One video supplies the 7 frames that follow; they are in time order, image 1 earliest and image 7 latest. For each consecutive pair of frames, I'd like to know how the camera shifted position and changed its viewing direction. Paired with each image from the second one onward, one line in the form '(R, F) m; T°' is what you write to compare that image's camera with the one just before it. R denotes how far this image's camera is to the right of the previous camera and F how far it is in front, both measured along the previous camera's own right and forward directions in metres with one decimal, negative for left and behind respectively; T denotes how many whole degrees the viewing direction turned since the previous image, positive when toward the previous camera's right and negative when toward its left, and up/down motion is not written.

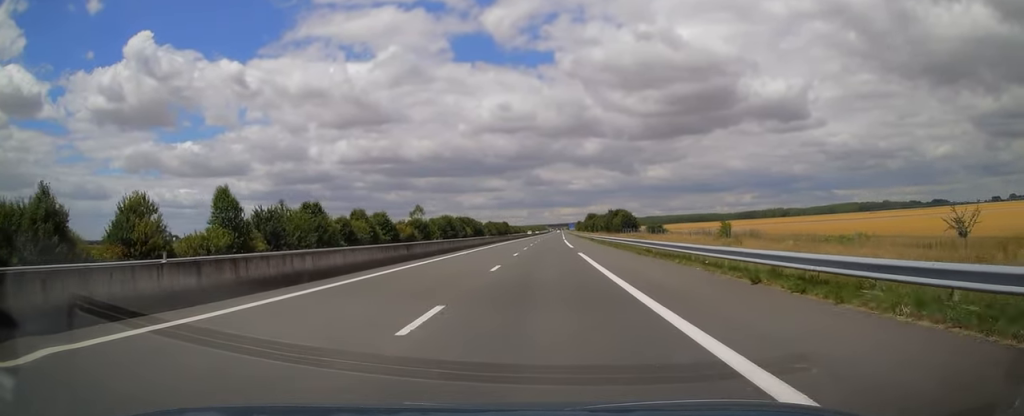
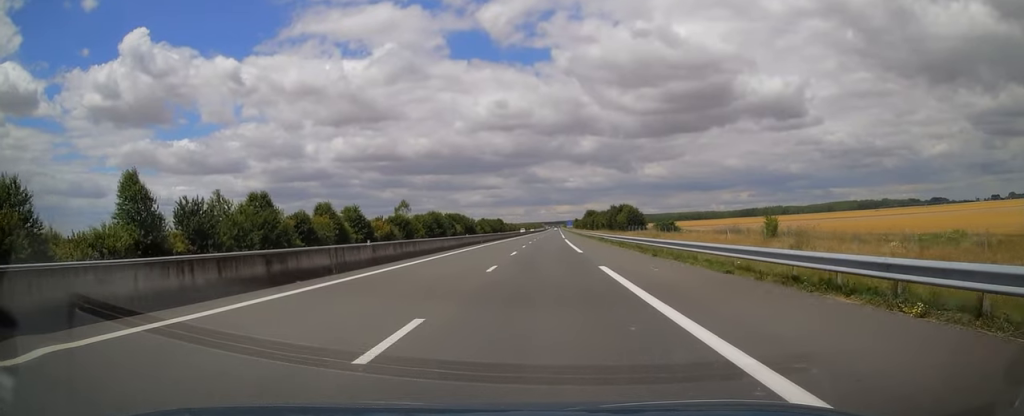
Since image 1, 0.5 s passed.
(0.0, +14.7) m; 0°
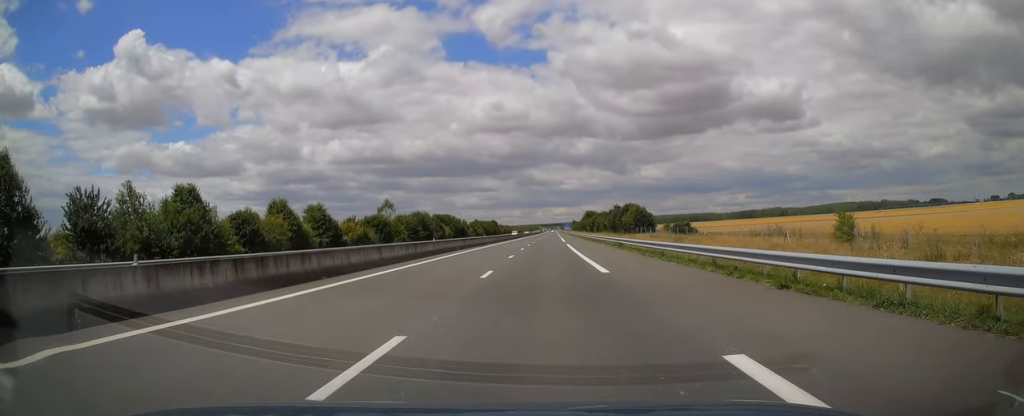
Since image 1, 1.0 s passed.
(0.0, +14.2) m; 0°
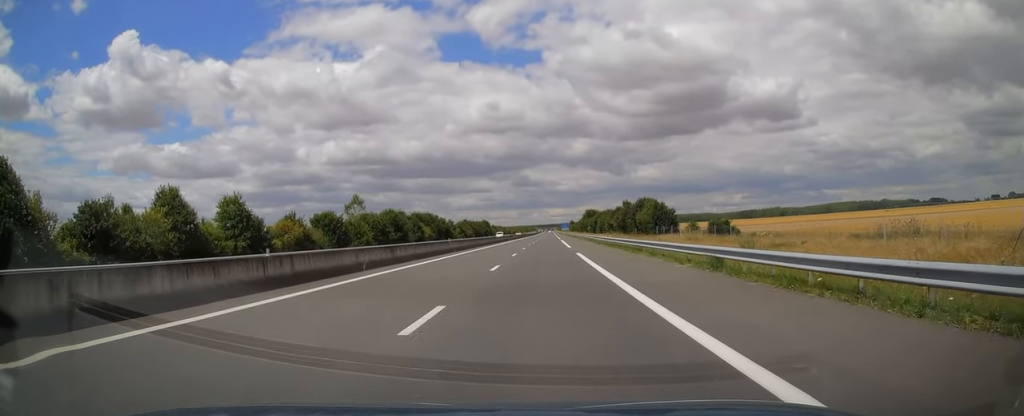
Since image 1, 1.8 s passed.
(0.0, +22.5) m; 0°
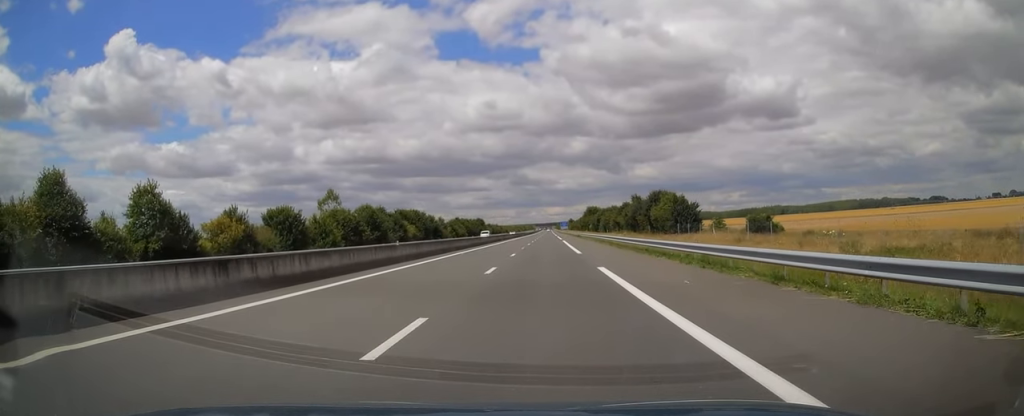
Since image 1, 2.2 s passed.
(-0.1, +14.7) m; 0°
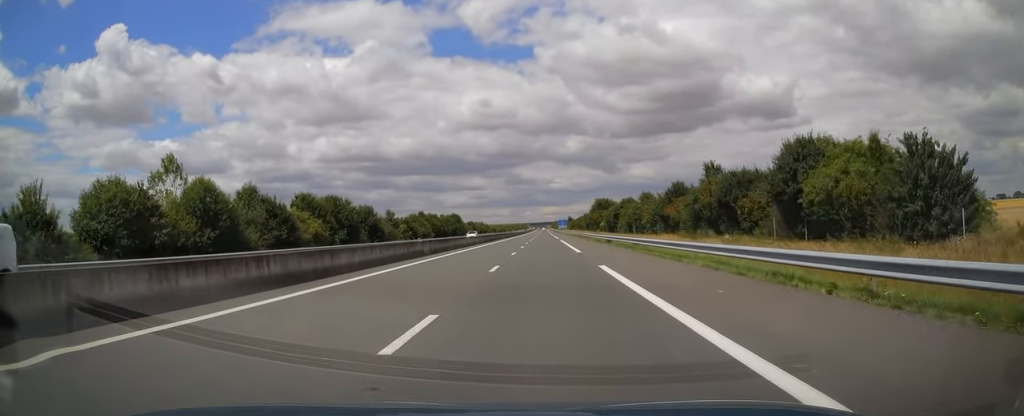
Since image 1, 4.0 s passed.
(+0.8, +51.3) m; +1°
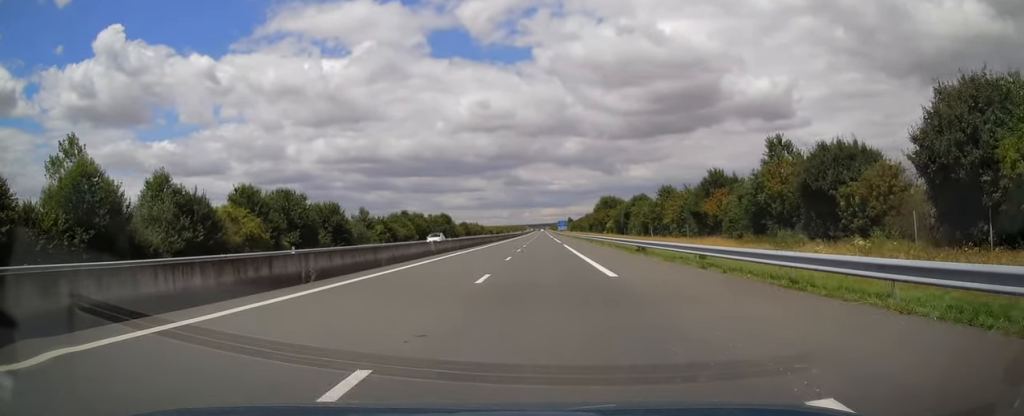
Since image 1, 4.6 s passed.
(0.0, +16.6) m; 0°
